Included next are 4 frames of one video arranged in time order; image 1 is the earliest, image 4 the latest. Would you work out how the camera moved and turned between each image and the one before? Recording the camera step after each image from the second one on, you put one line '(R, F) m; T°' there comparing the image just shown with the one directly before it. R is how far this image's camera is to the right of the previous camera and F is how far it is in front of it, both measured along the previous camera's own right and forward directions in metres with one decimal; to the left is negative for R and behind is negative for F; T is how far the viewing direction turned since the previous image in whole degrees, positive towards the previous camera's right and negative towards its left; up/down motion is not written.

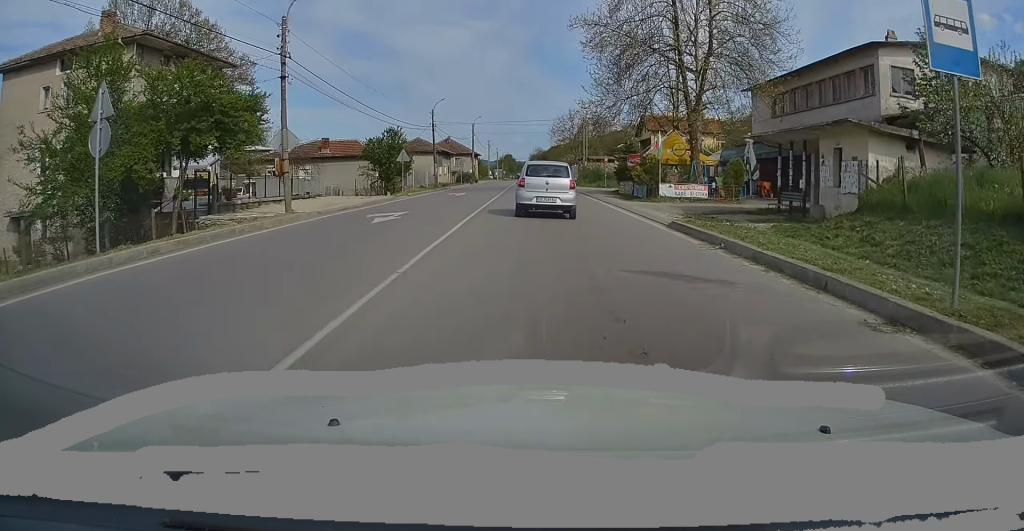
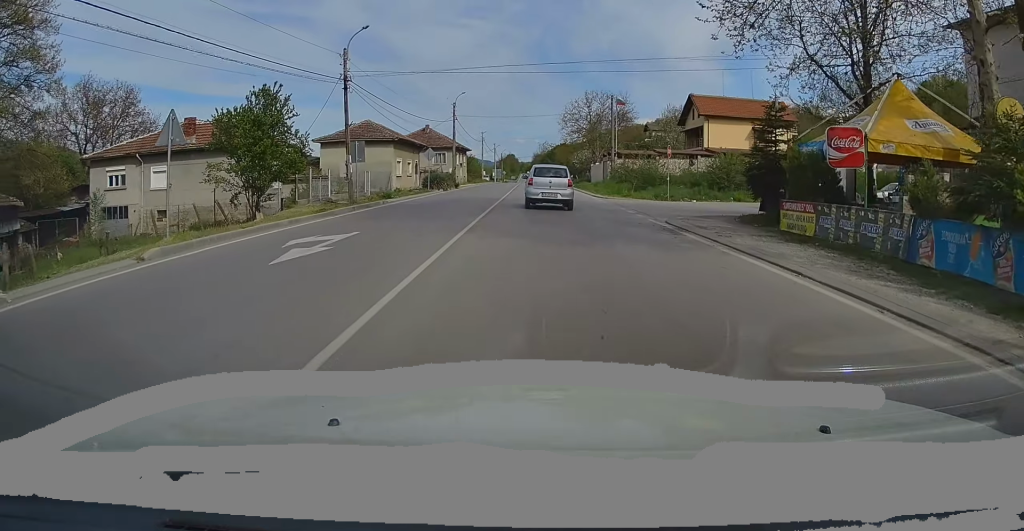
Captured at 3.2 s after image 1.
(+1.2, +26.7) m; +3°
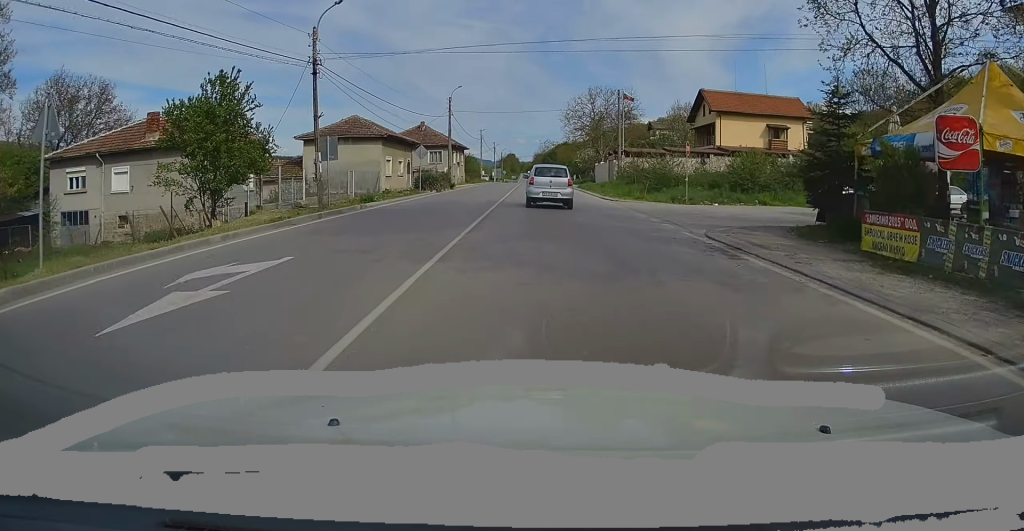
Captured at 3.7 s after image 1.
(0.0, +4.0) m; -1°
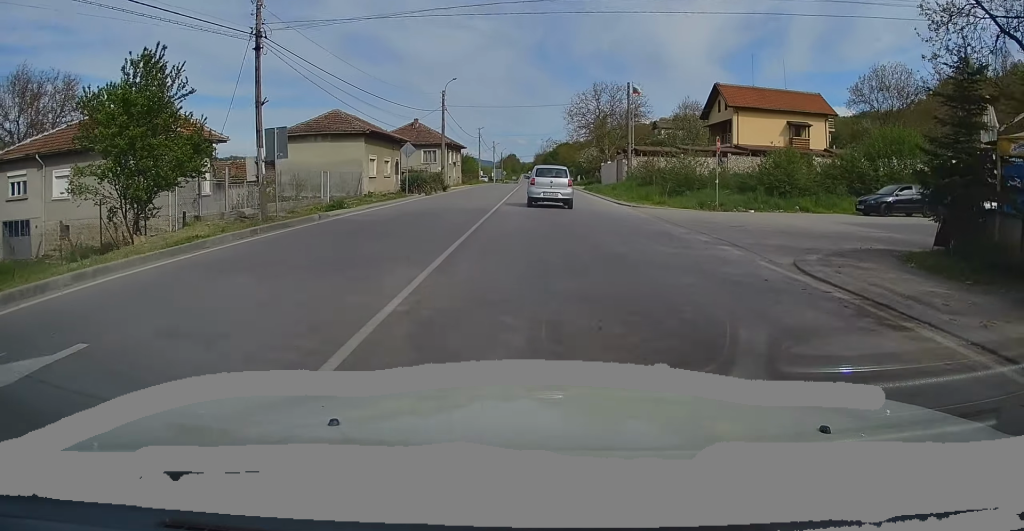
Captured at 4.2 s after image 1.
(-0.1, +5.2) m; -1°
